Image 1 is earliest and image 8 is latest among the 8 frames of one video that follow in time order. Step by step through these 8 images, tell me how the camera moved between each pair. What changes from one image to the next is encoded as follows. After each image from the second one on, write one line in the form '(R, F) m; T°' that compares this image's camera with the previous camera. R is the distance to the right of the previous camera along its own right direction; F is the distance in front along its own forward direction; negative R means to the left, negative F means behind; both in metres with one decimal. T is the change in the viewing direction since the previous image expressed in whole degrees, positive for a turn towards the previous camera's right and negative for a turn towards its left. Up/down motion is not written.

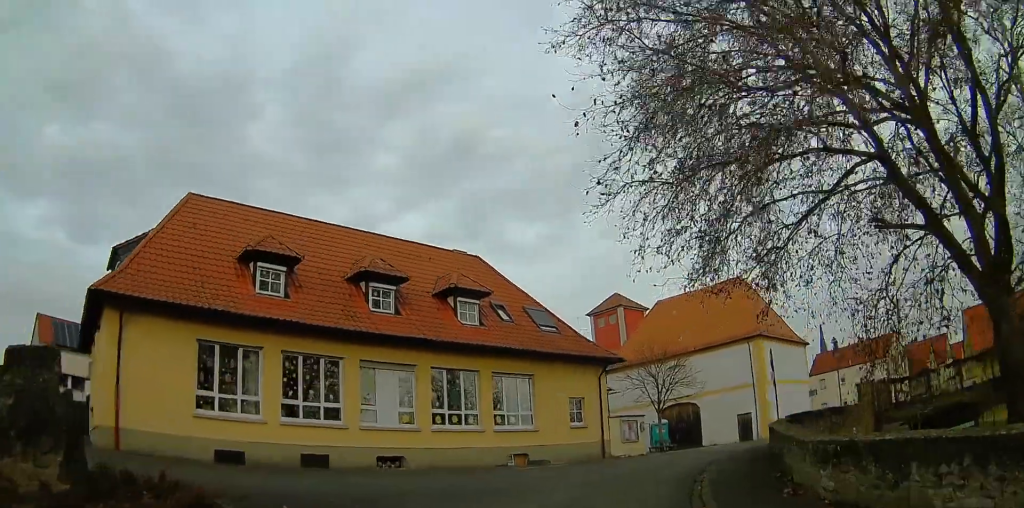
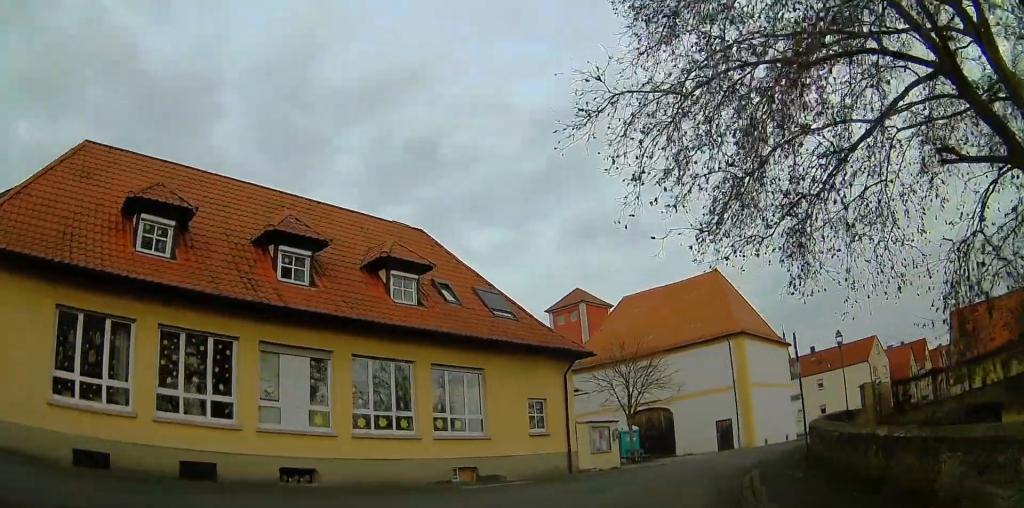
(0.0, +5.8) m; +4°
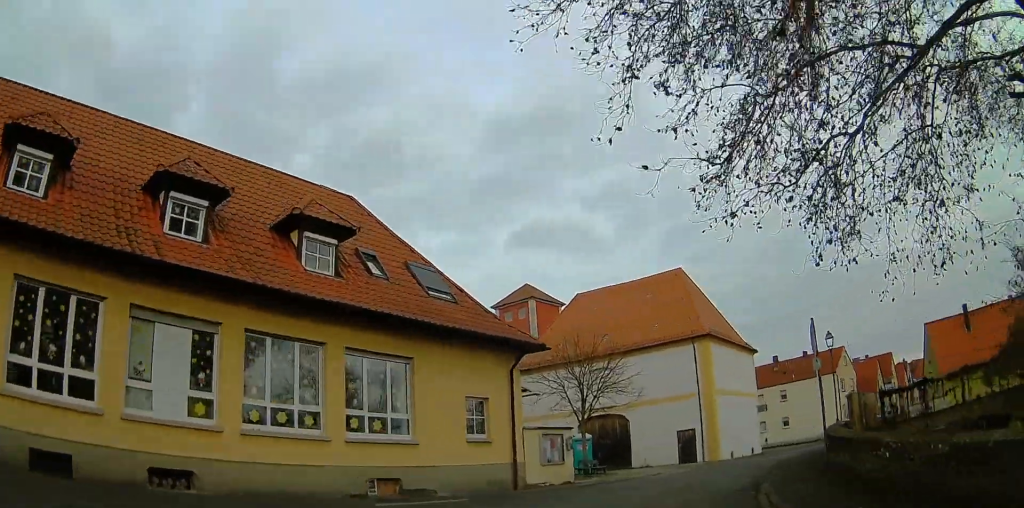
(+0.4, +4.6) m; +1°
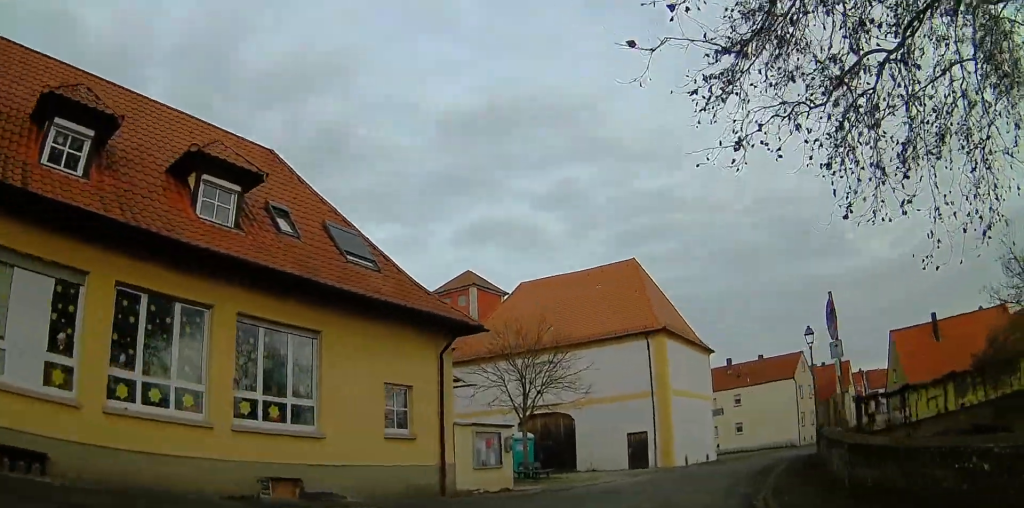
(-0.1, +3.6) m; +6°
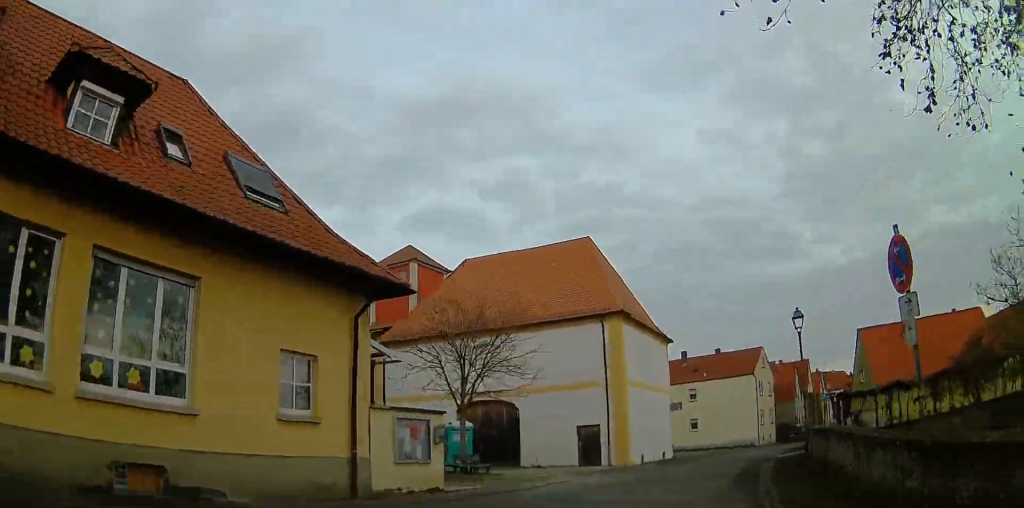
(-0.1, +3.2) m; +9°
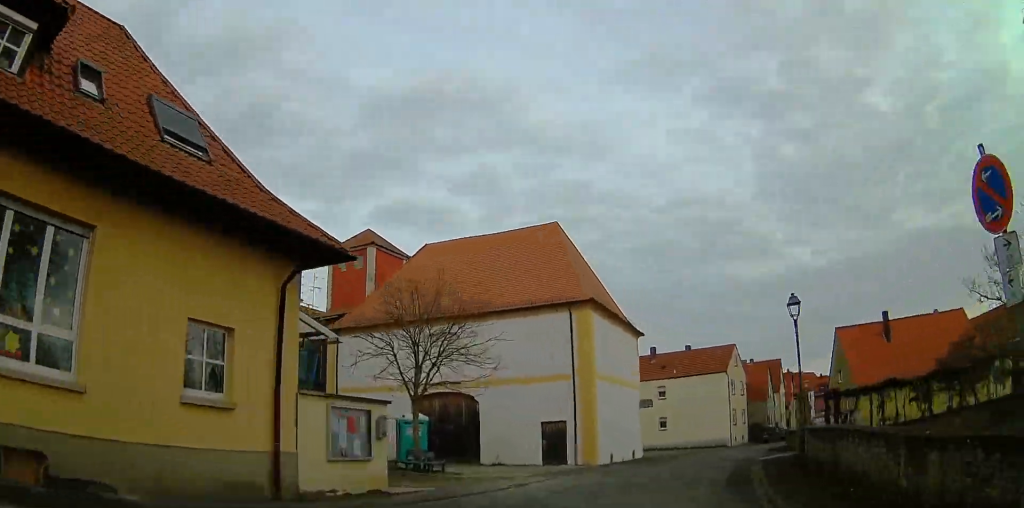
(+0.5, +1.9) m; +8°
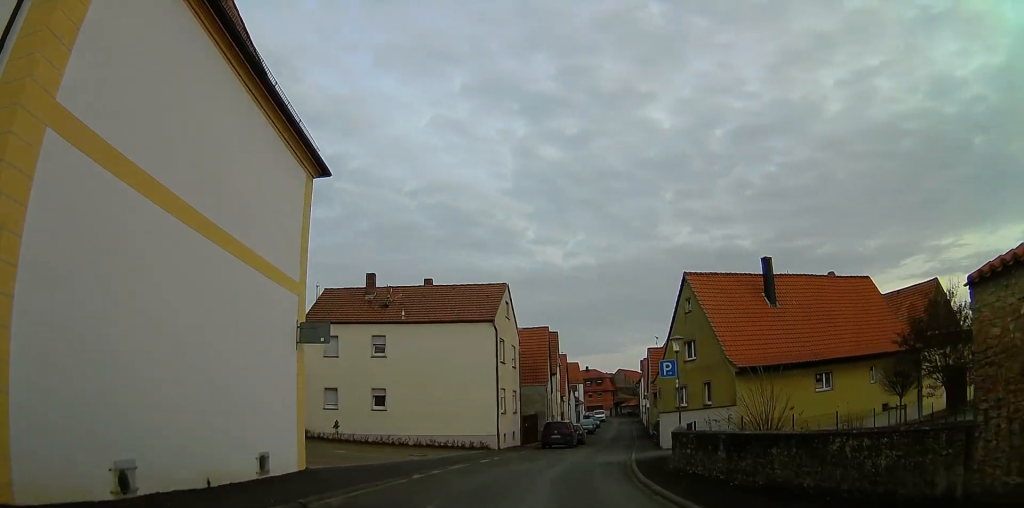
(+3.7, +19.5) m; +19°
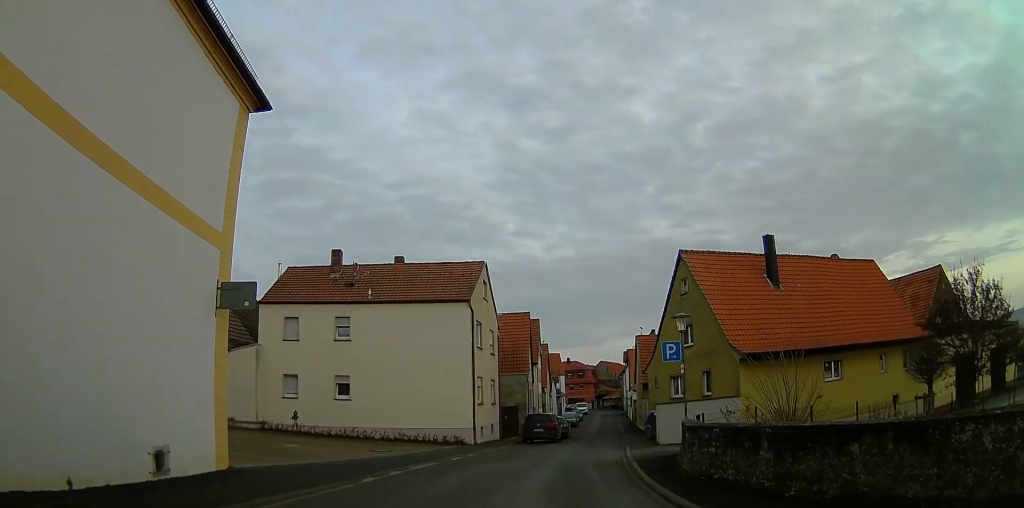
(-0.1, +3.1) m; +6°
